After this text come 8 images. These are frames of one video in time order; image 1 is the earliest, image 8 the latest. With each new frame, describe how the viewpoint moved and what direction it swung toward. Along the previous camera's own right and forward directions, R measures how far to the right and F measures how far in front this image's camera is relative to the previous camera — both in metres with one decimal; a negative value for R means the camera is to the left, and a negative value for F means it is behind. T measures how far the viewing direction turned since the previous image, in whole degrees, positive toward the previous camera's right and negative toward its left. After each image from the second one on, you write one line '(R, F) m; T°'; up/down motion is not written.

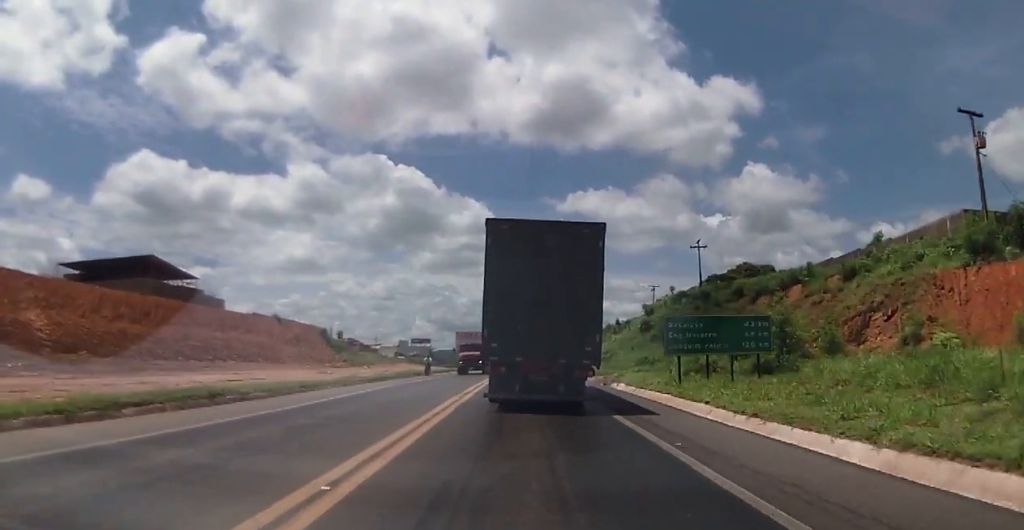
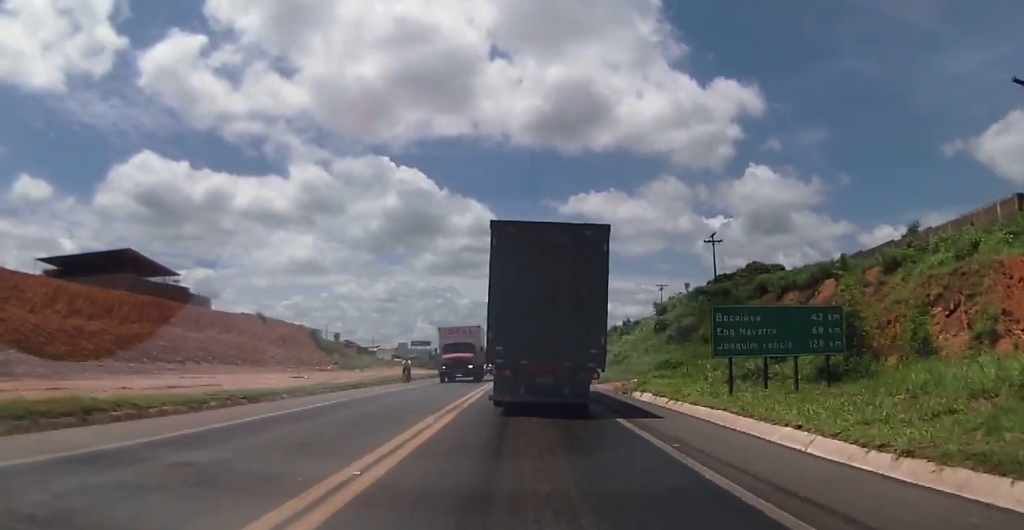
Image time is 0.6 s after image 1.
(-0.1, +6.5) m; -1°
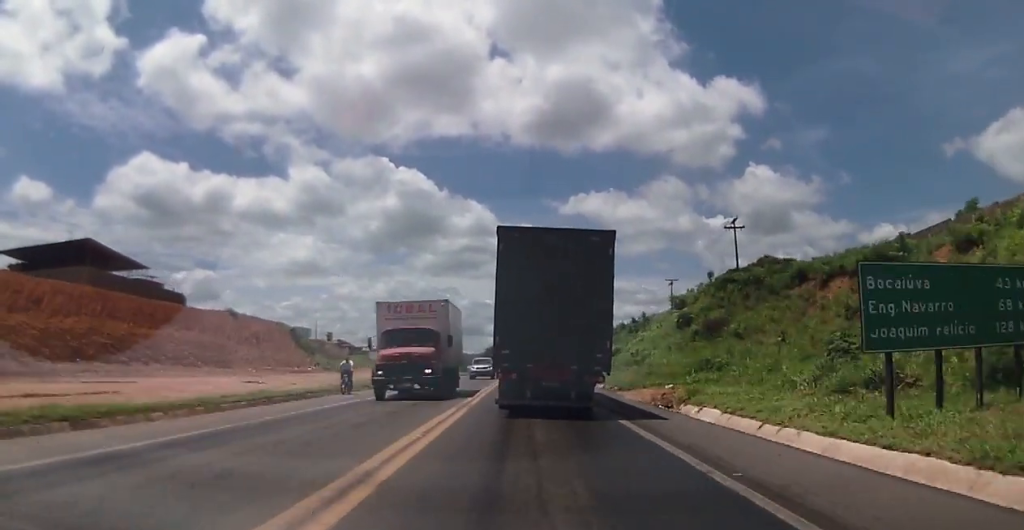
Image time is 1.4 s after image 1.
(-0.1, +9.5) m; +2°
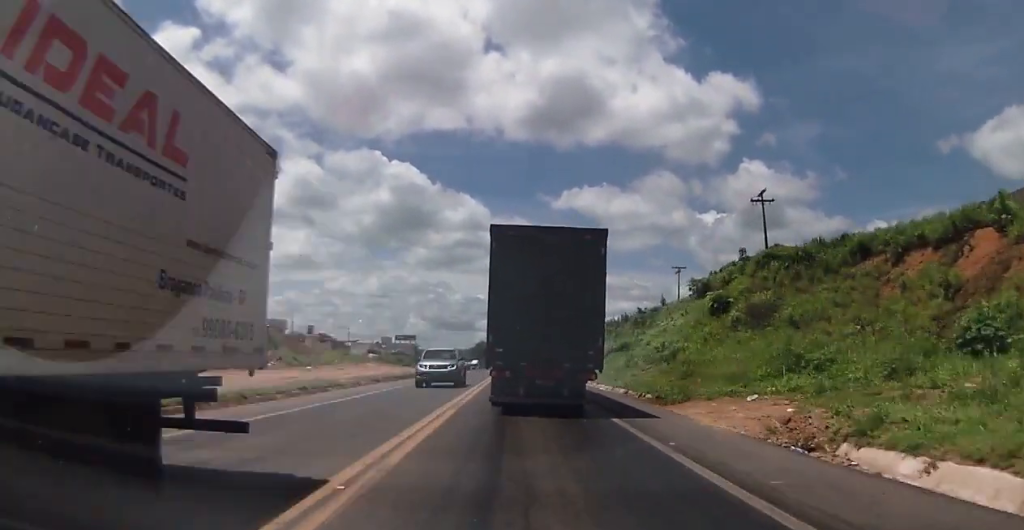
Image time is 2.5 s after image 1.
(+0.5, +12.0) m; +3°
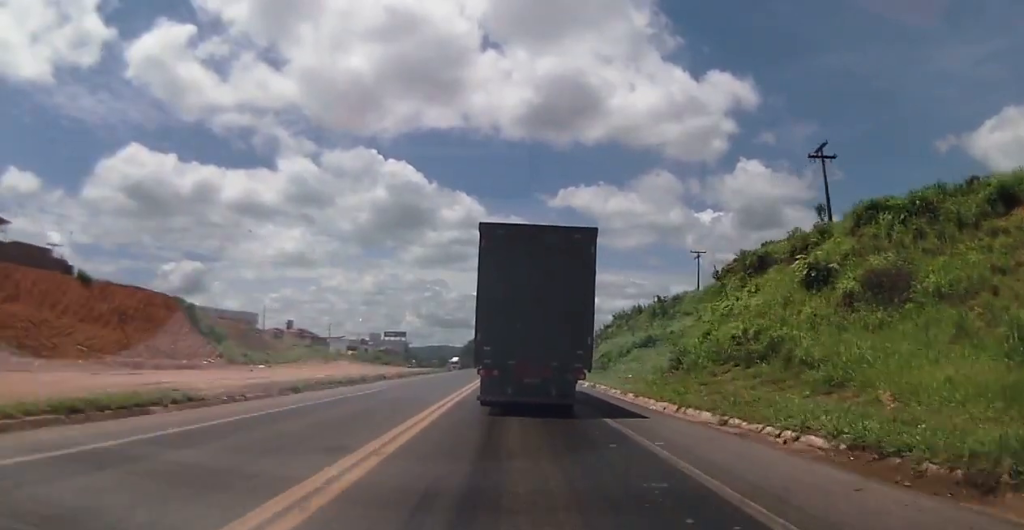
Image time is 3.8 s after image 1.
(-0.2, +15.5) m; -3°
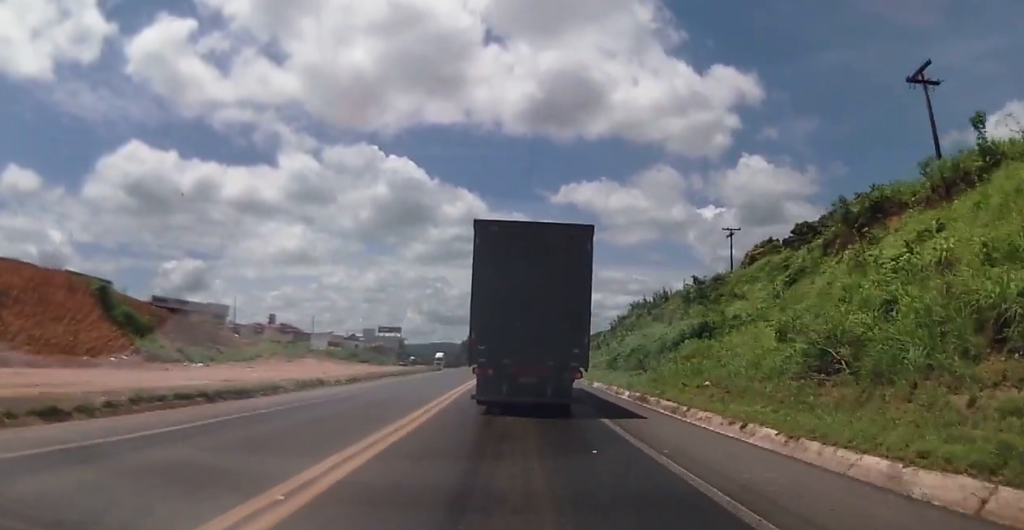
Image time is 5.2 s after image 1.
(-0.1, +15.5) m; 0°
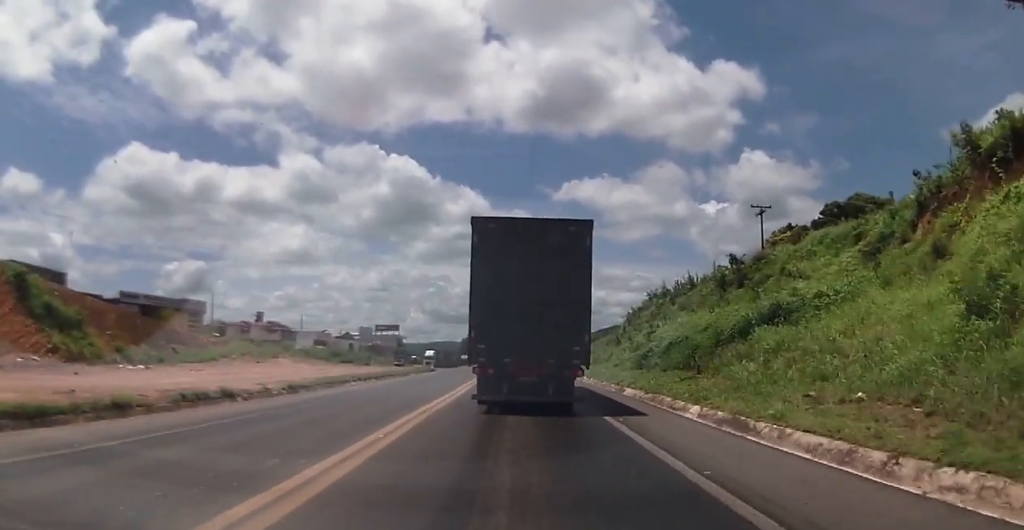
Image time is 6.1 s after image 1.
(+0.1, +10.7) m; +1°
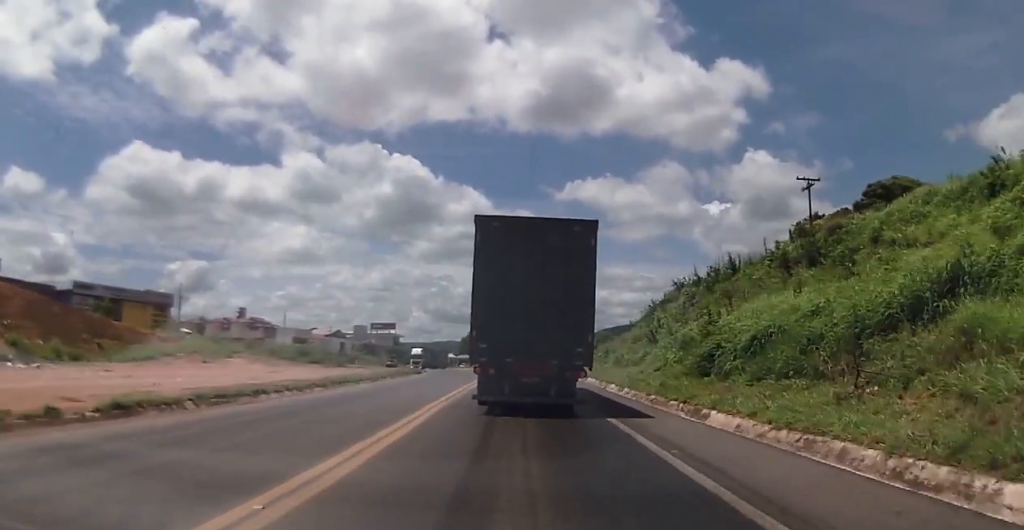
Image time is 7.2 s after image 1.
(+0.2, +12.6) m; +2°
